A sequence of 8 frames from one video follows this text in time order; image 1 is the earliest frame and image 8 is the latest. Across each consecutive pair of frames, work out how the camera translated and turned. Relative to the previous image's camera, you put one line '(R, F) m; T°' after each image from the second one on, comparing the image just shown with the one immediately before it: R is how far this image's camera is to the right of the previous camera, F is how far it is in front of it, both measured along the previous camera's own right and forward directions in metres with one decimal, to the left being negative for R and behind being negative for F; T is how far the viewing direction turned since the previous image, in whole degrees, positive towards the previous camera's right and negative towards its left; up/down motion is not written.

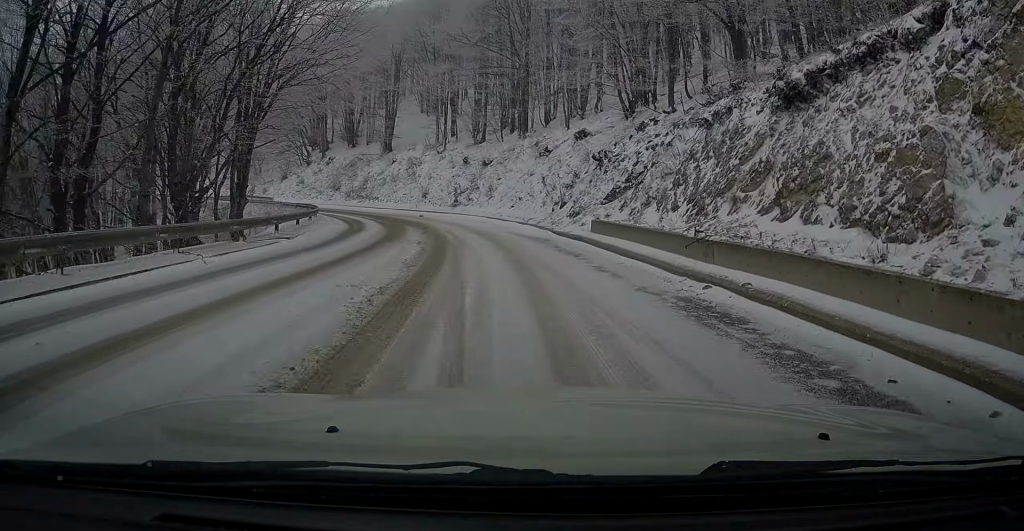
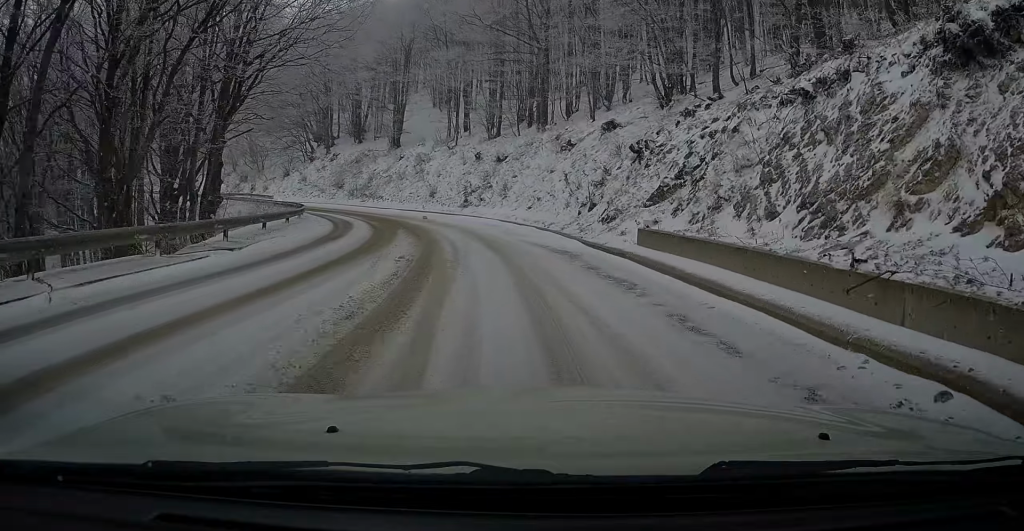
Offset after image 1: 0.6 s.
(-0.1, +5.0) m; -3°
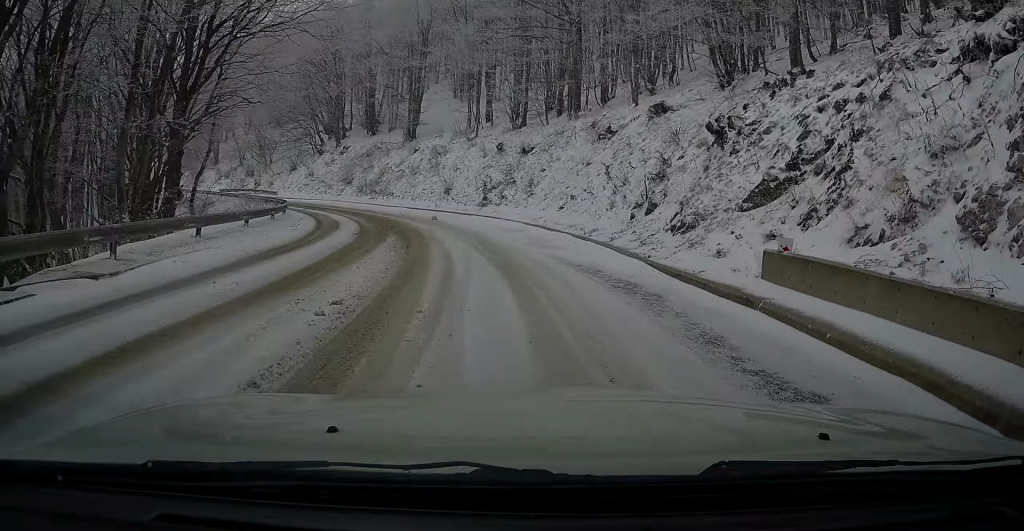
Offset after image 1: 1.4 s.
(-0.2, +5.7) m; -4°
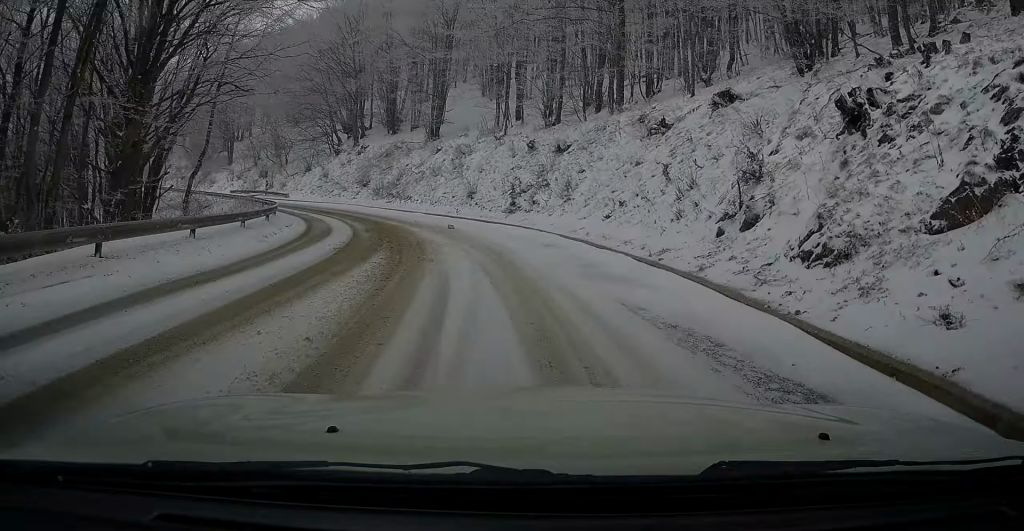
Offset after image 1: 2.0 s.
(-0.1, +4.6) m; -4°
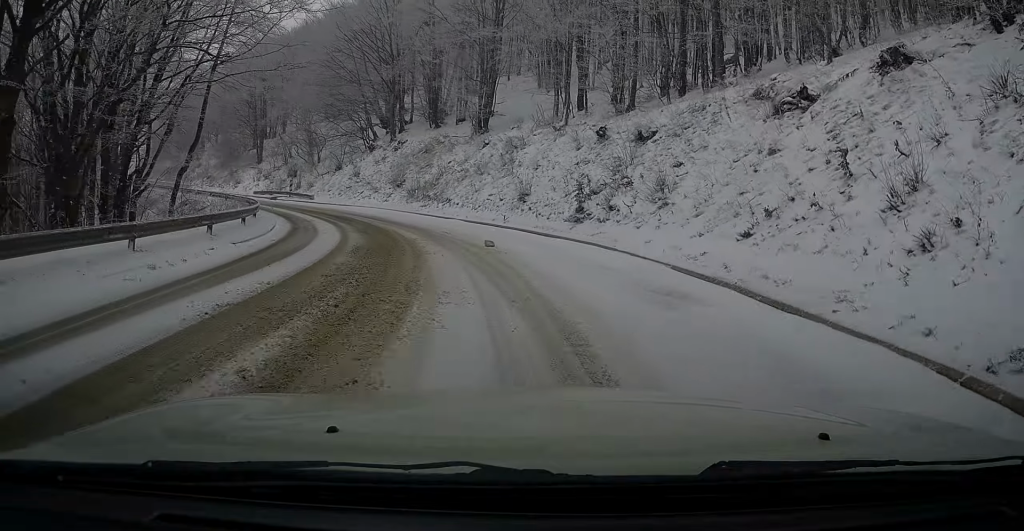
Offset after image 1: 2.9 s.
(-0.3, +7.0) m; -8°
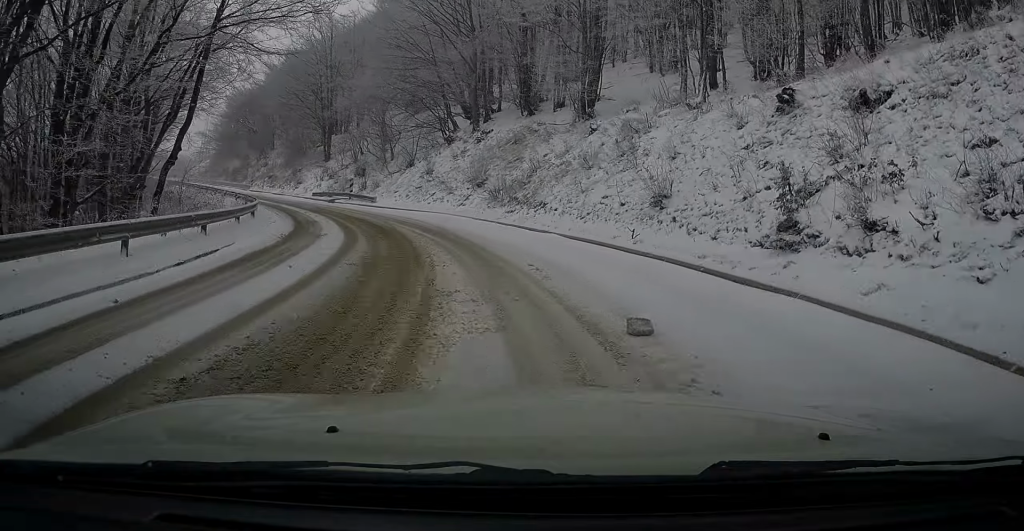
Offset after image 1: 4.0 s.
(-0.9, +8.5) m; -9°
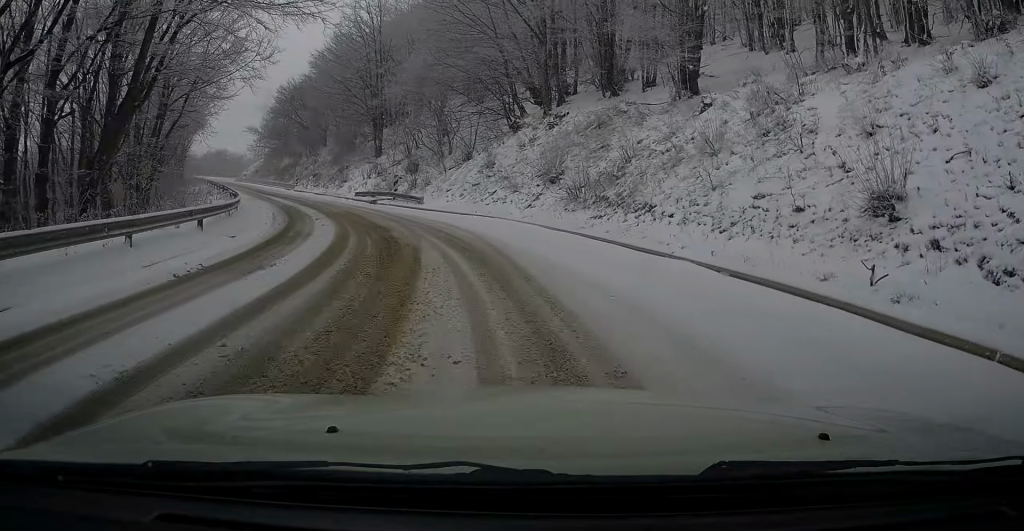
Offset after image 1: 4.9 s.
(-0.4, +7.0) m; -5°
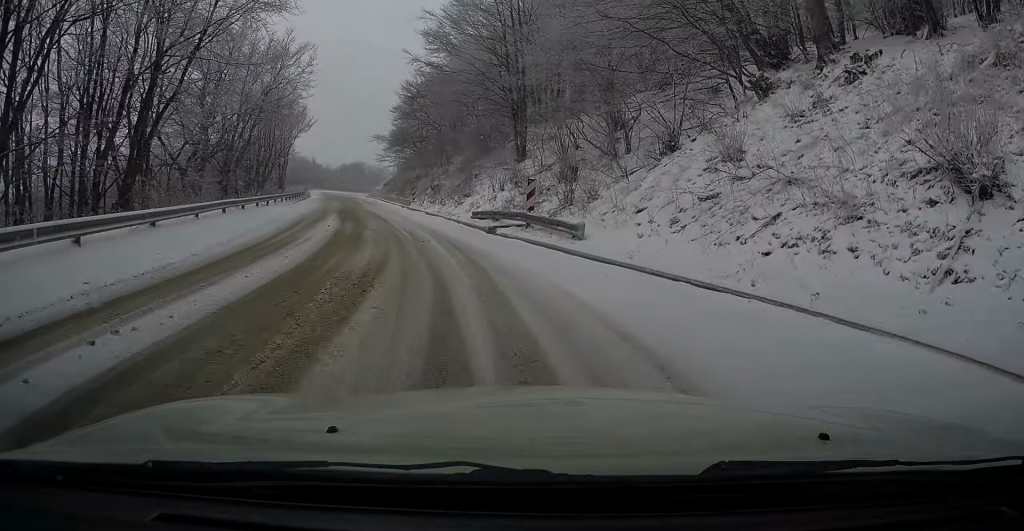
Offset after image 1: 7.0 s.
(-2.3, +17.1) m; -16°
